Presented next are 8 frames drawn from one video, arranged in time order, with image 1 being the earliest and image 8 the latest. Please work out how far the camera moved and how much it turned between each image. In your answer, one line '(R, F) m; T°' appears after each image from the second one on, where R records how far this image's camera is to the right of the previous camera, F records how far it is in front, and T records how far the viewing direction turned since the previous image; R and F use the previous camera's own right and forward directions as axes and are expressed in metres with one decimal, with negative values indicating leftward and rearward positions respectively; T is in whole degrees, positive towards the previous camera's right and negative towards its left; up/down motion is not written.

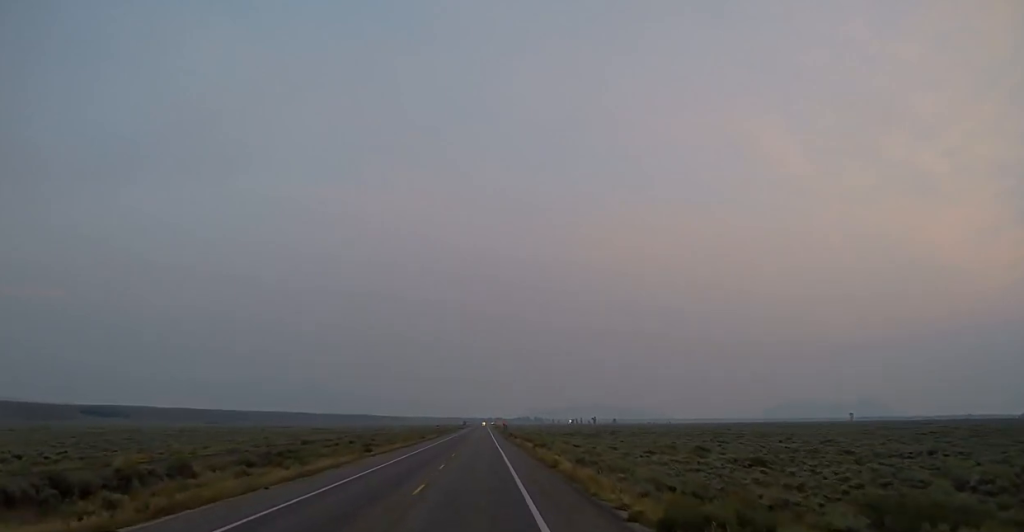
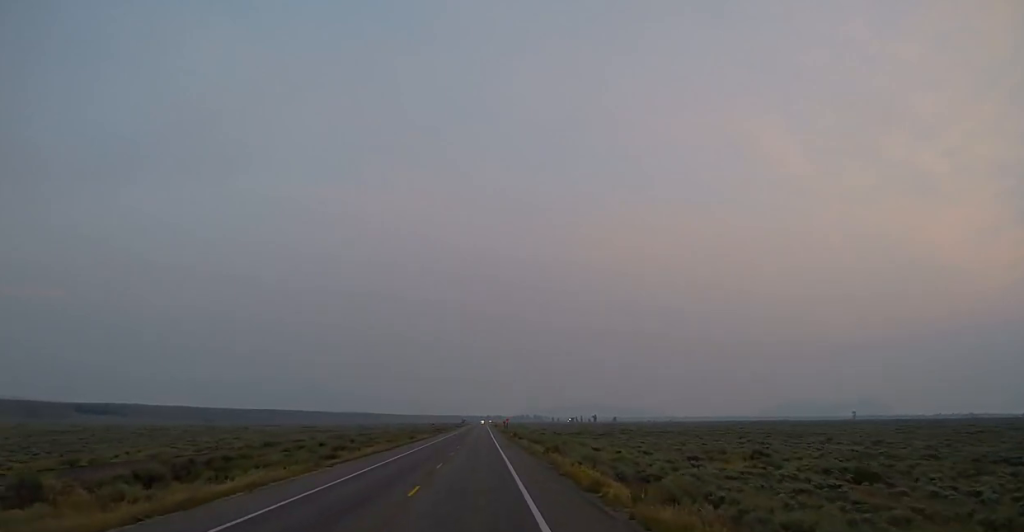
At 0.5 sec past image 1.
(0.0, +13.5) m; 0°
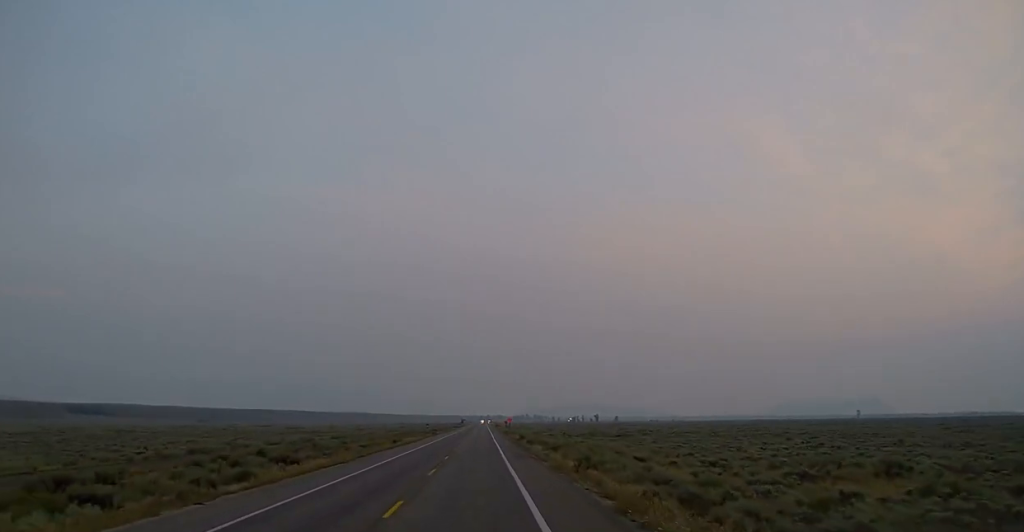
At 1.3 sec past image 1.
(+0.3, +16.9) m; 0°
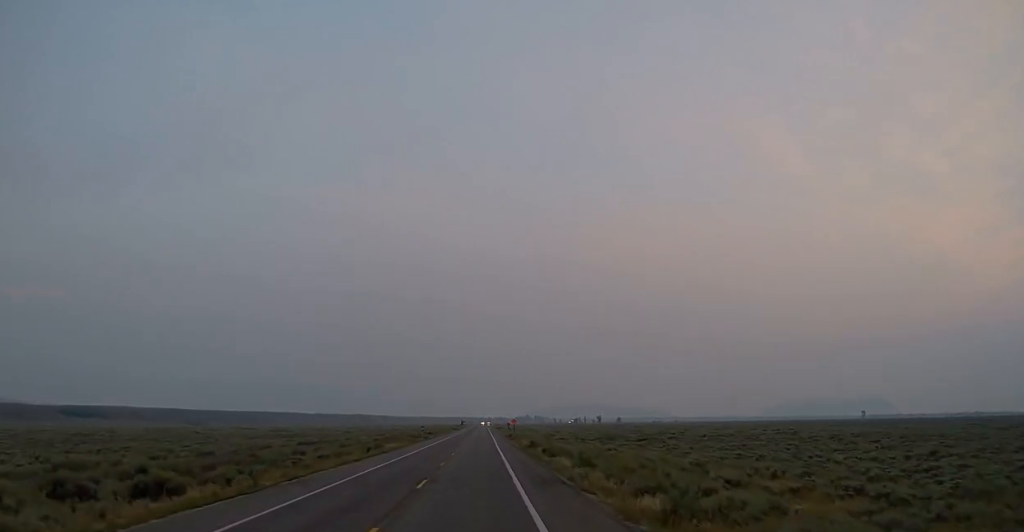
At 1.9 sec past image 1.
(0.0, +15.8) m; 0°
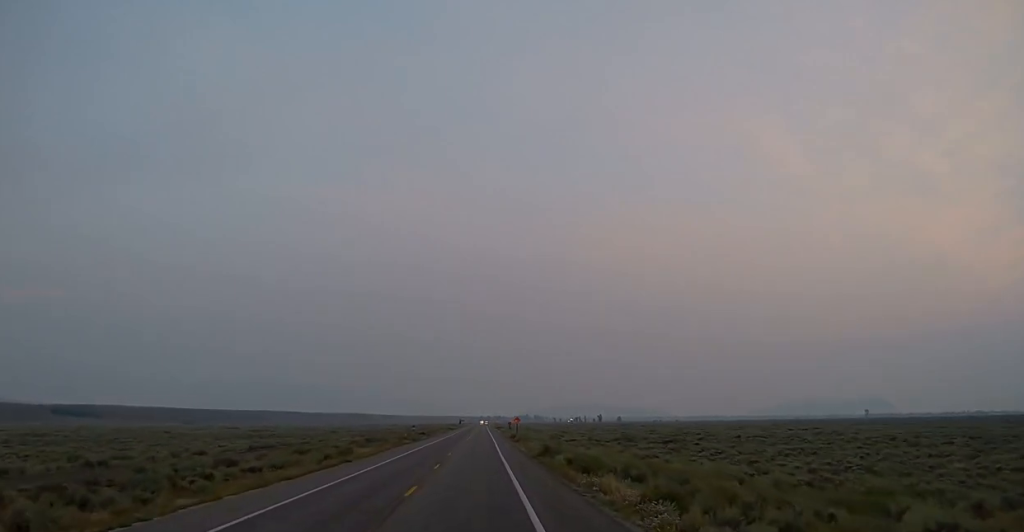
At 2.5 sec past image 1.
(-0.2, +14.6) m; -1°
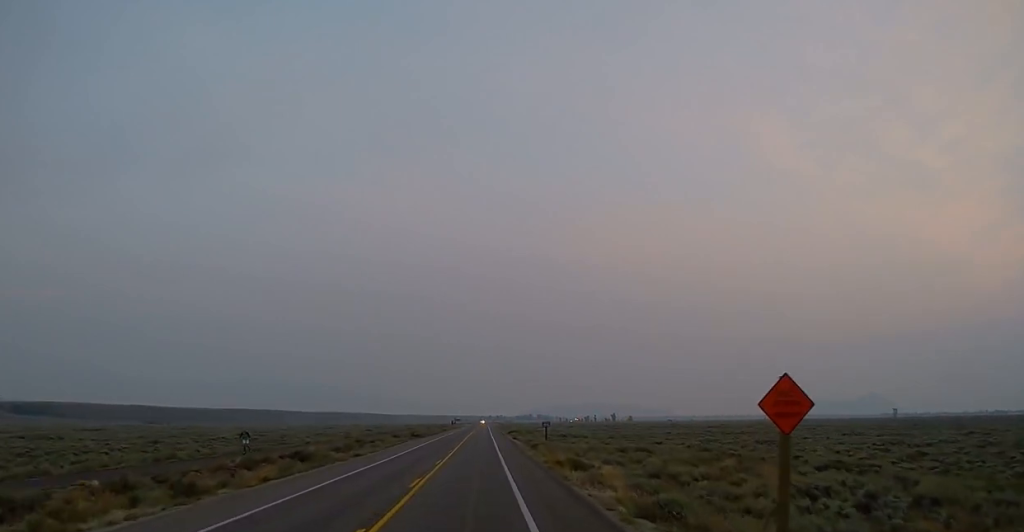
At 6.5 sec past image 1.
(-0.7, +95.1) m; +1°
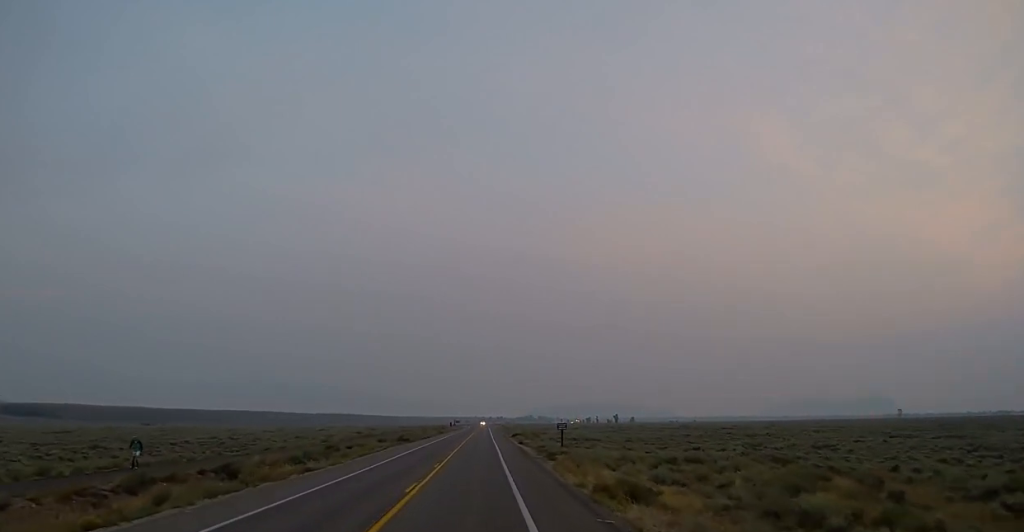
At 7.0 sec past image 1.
(+0.2, +12.7) m; 0°
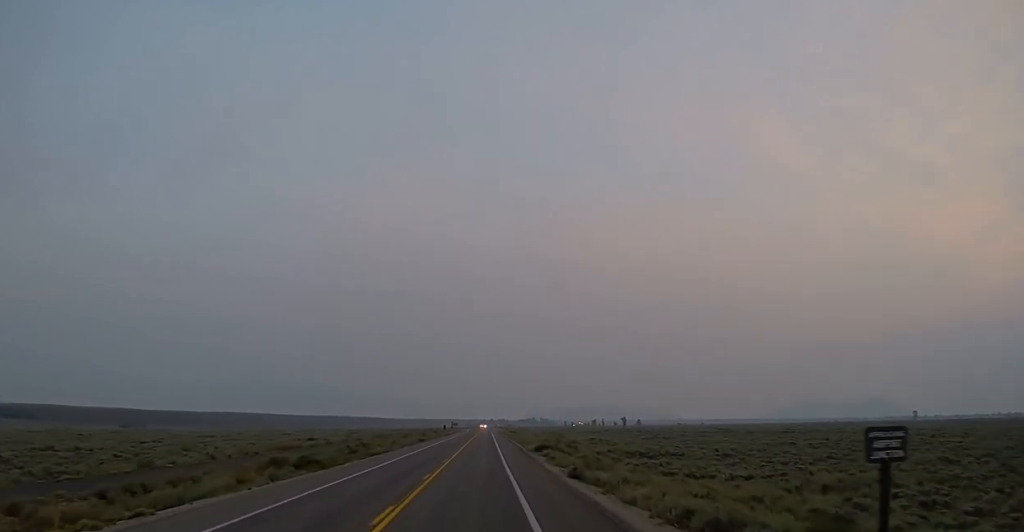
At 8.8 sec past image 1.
(0.0, +42.2) m; -1°
